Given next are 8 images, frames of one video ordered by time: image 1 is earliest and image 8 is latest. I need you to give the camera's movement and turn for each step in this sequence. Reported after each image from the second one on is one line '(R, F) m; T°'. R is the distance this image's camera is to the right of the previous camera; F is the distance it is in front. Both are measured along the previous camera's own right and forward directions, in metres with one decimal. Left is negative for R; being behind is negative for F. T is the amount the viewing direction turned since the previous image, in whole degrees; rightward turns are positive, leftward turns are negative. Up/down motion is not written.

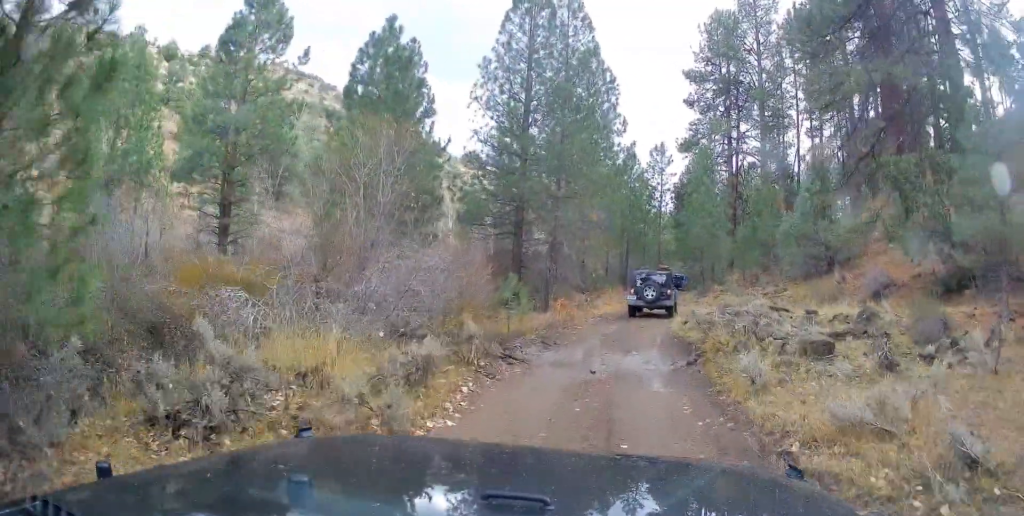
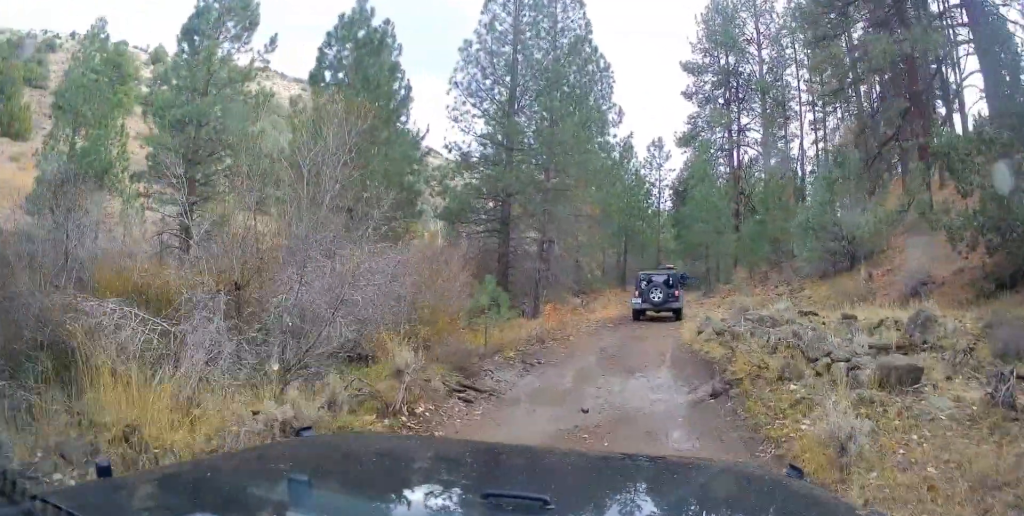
(+0.2, +3.4) m; +3°
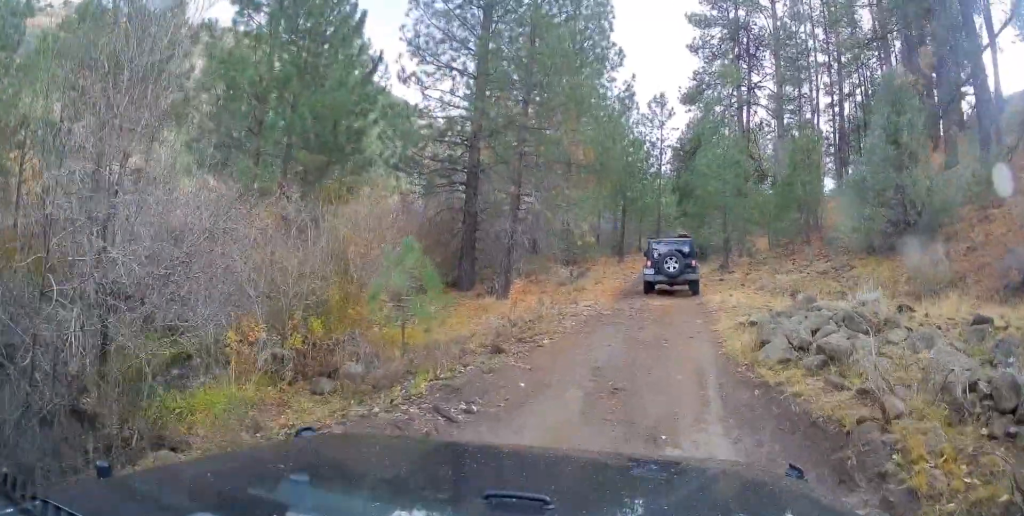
(+0.2, +6.7) m; +2°
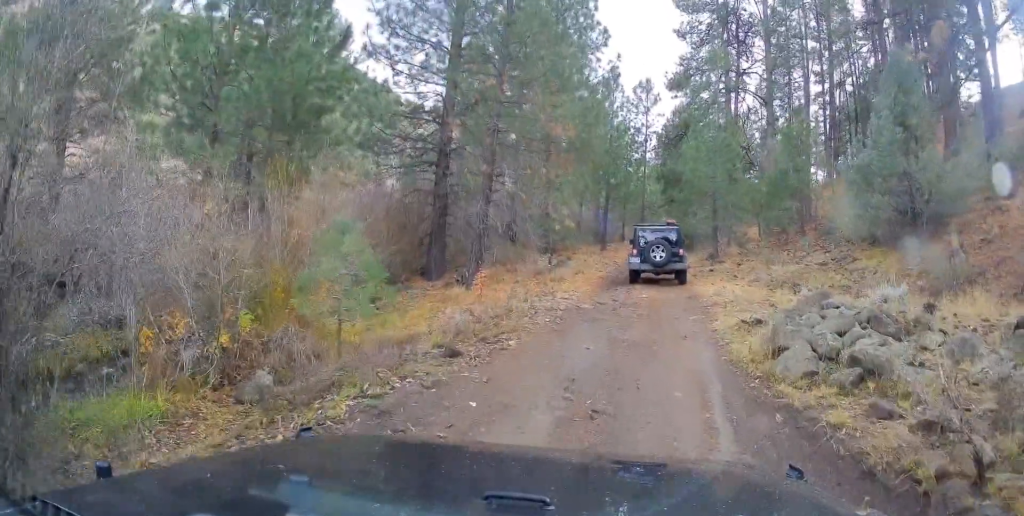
(0.0, +1.8) m; 0°
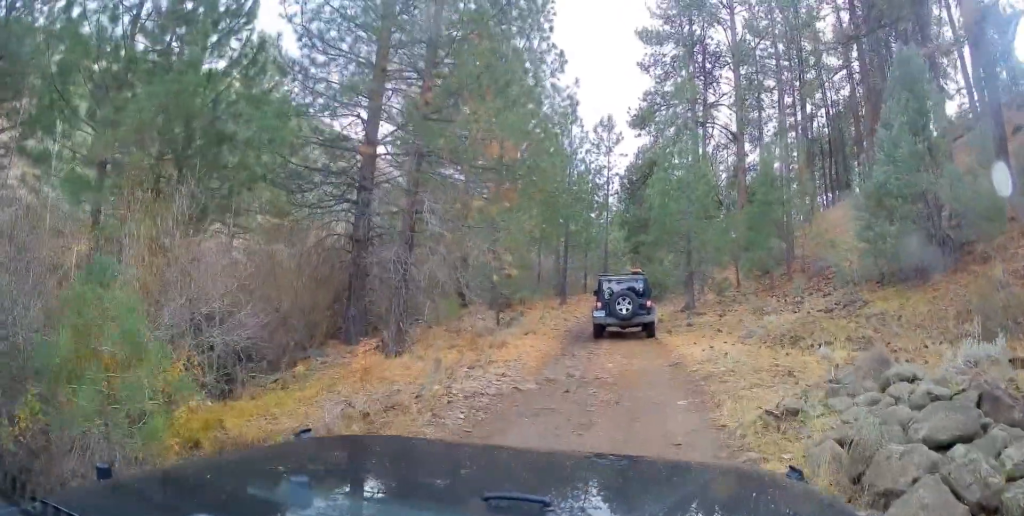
(0.0, +4.2) m; -5°
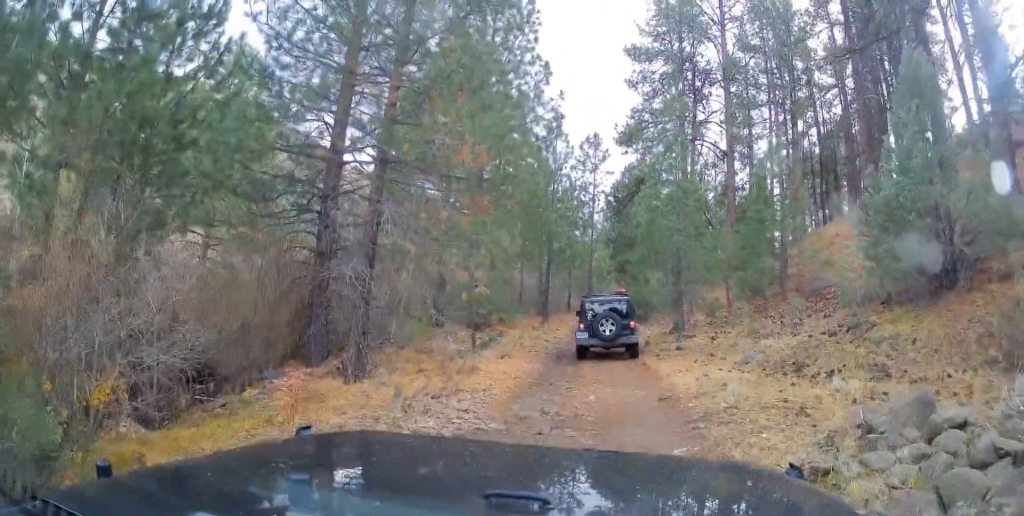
(-0.1, +1.6) m; -3°
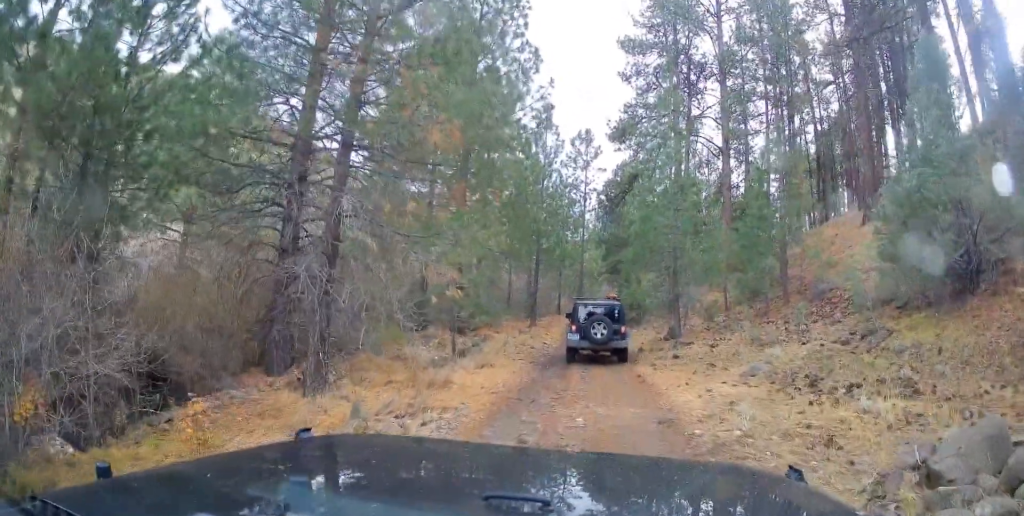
(-0.1, +1.7) m; -3°
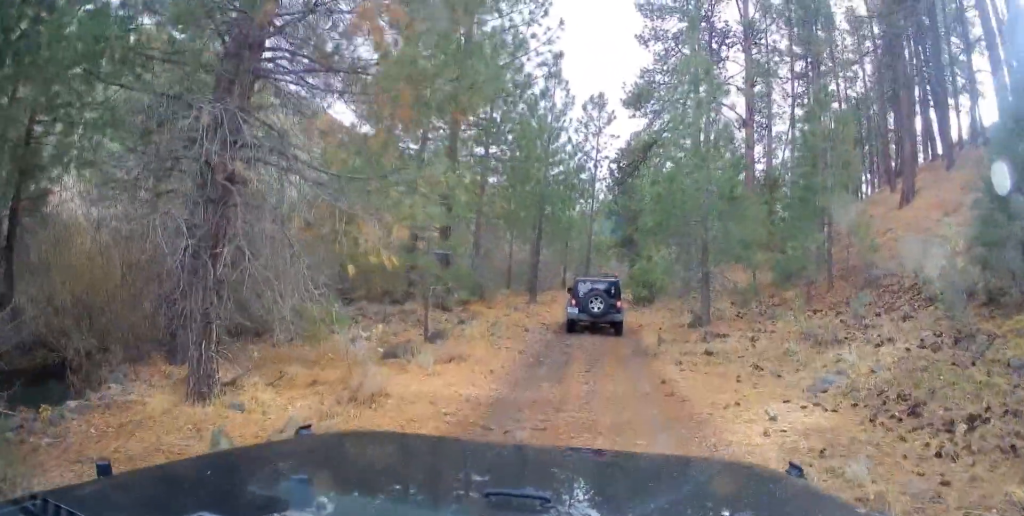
(0.0, +4.7) m; 0°
